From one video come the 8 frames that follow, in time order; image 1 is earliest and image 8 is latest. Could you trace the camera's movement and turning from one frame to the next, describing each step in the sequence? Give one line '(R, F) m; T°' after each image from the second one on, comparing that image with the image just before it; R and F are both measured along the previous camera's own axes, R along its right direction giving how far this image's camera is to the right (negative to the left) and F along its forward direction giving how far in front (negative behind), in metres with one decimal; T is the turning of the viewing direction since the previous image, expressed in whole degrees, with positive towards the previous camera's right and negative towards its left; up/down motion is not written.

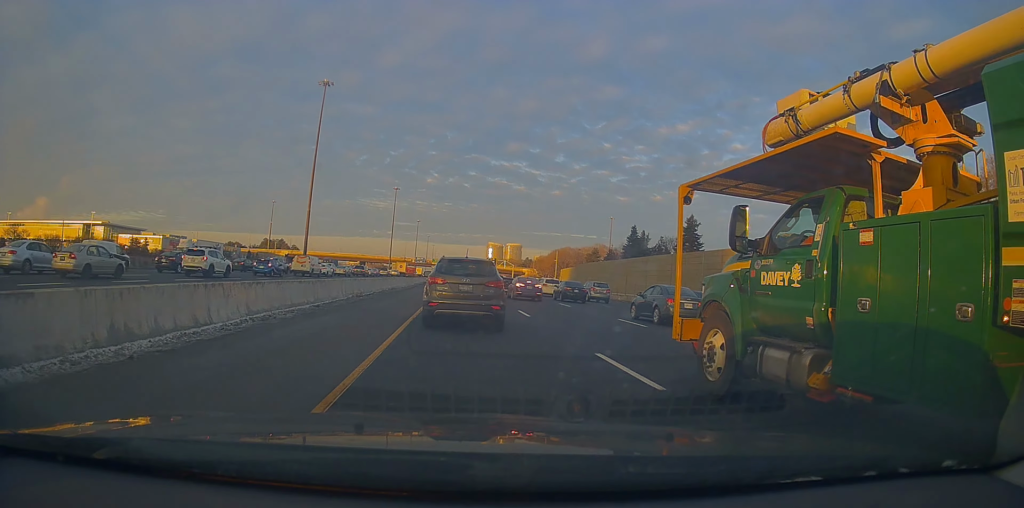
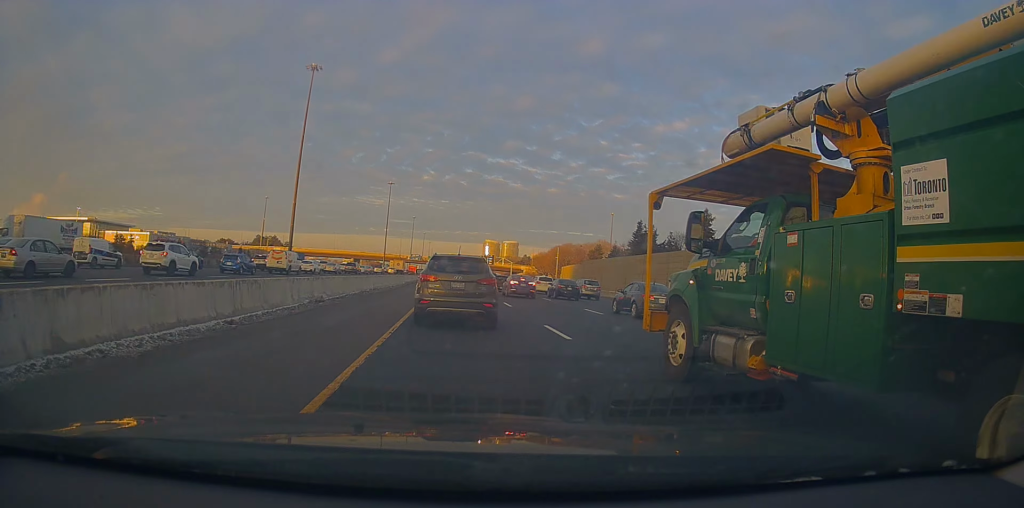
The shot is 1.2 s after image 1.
(-0.1, +6.9) m; -1°
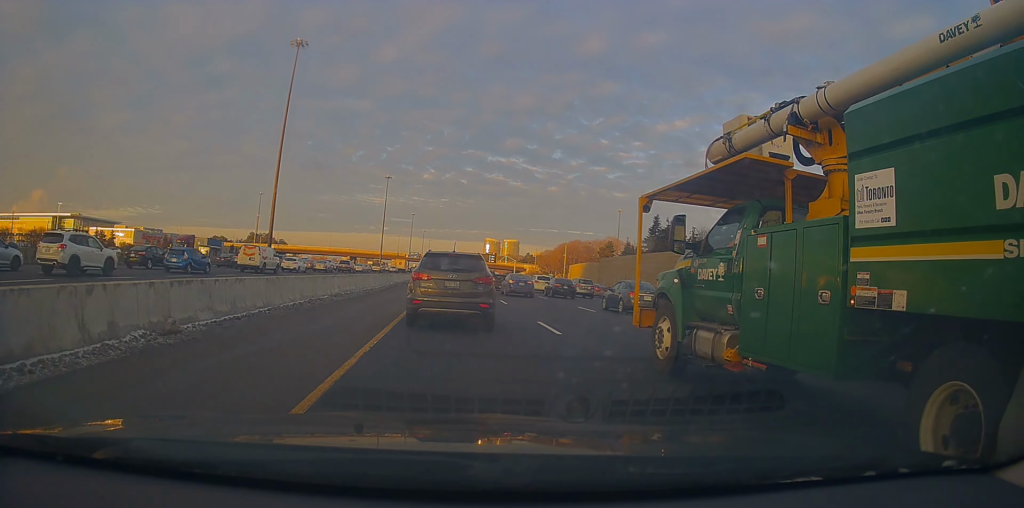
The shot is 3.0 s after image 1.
(+1.0, +10.8) m; +3°
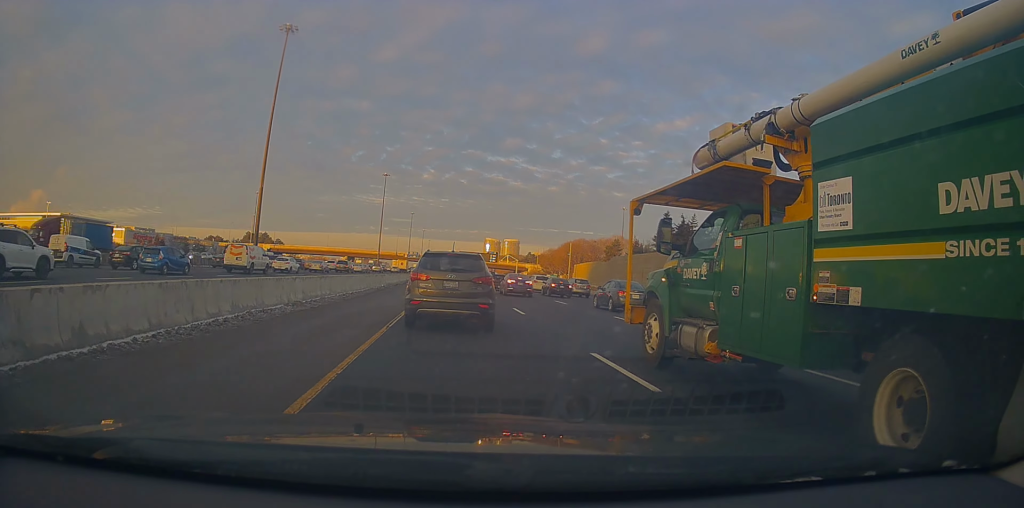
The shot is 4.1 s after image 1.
(-0.9, +6.5) m; -3°
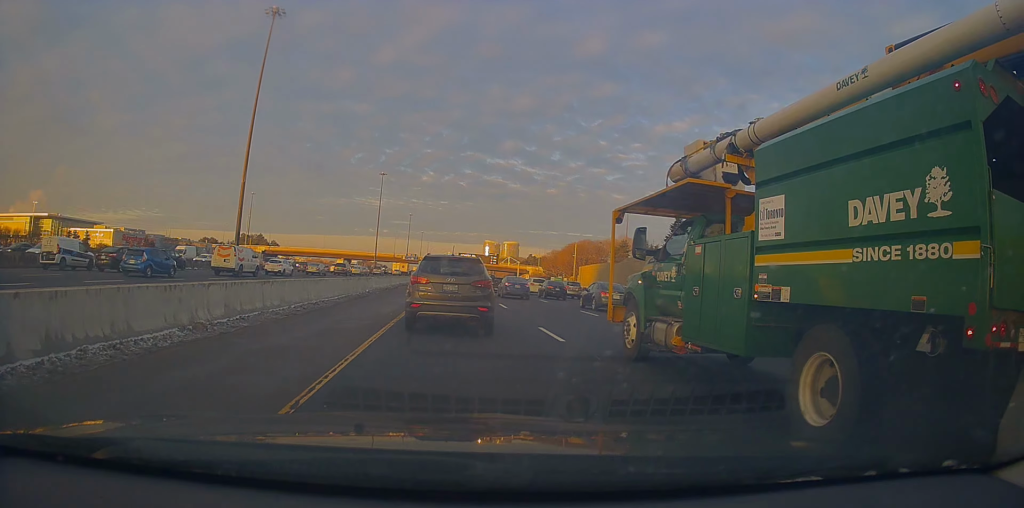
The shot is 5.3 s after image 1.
(+0.5, +7.3) m; +3°
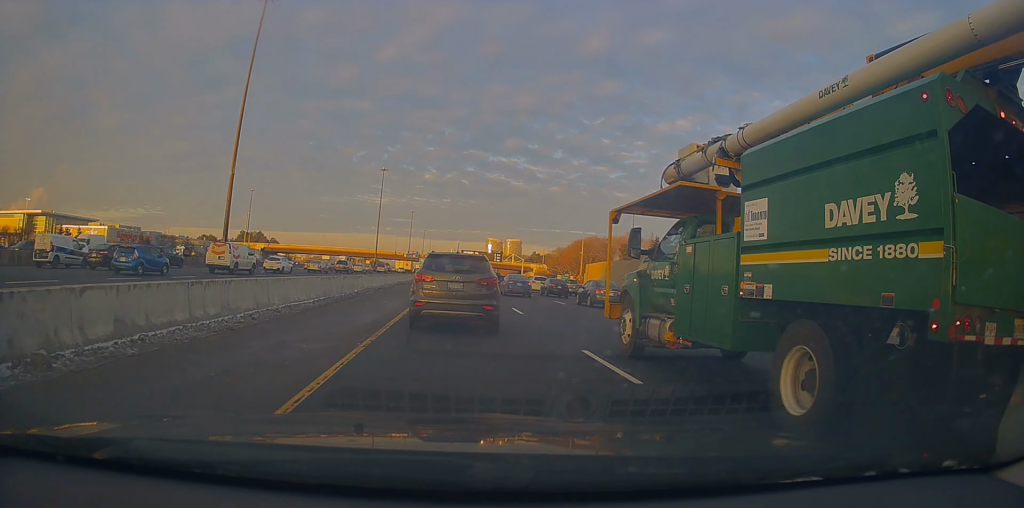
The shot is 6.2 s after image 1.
(0.0, +4.7) m; -2°
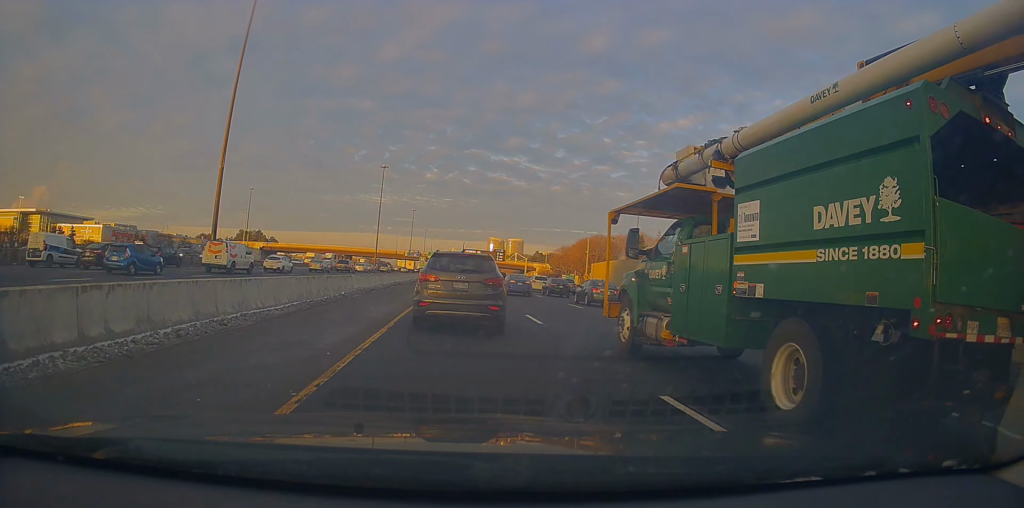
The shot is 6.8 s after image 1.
(+0.1, +3.8) m; -3°
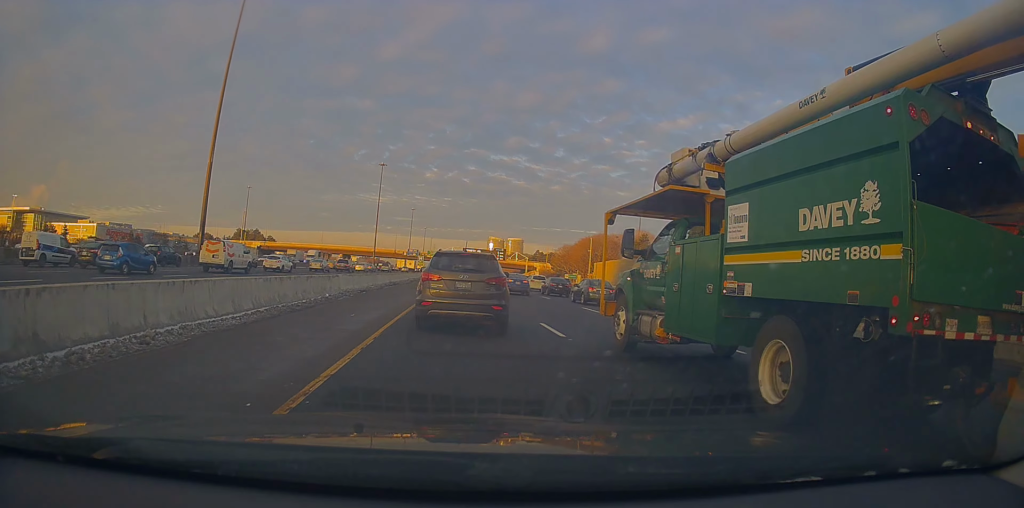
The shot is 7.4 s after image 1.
(-0.3, +3.3) m; 0°
